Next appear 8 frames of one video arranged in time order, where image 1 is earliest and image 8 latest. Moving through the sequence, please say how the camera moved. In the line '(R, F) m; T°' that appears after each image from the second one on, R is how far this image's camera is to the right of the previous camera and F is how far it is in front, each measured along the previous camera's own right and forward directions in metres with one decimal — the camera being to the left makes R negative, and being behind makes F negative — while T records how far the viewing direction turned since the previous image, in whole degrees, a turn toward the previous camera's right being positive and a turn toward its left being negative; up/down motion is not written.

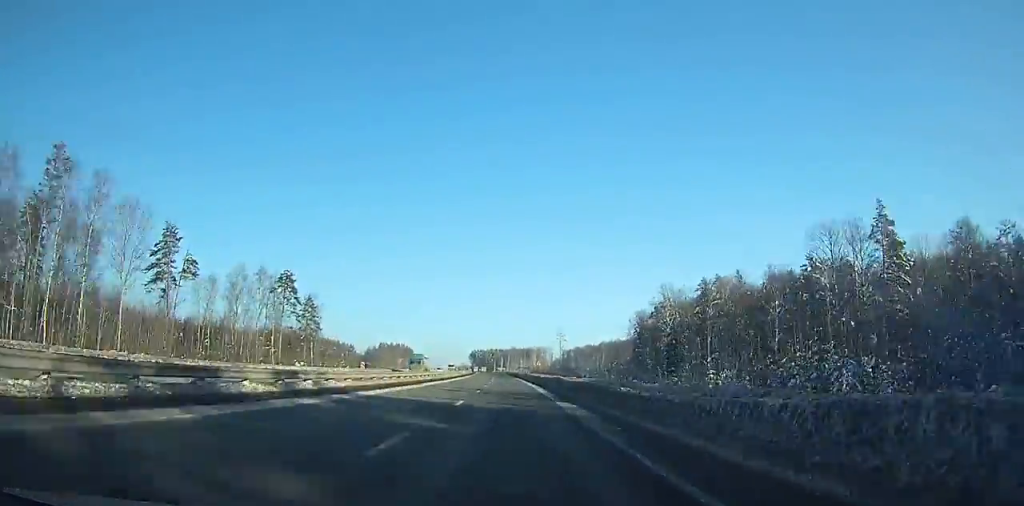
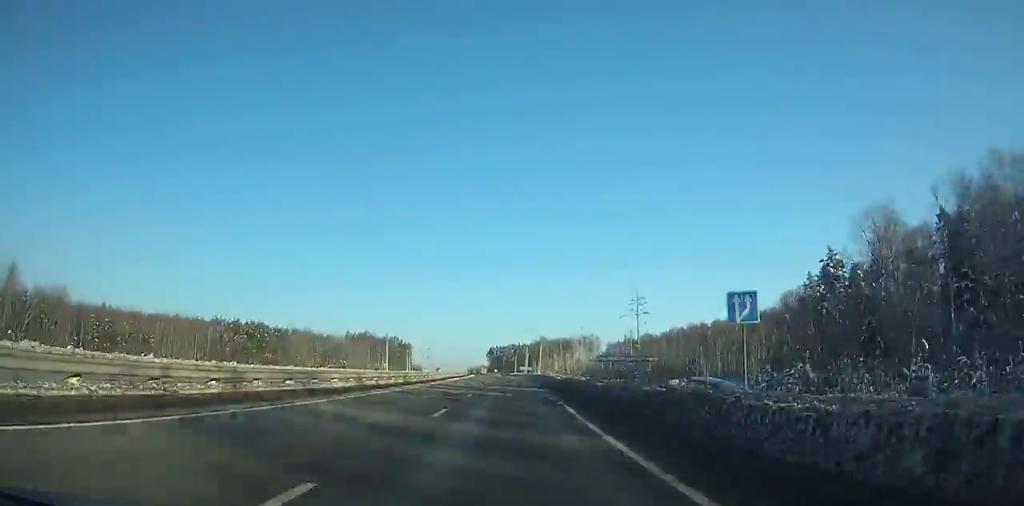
(-3.0, +142.9) m; -2°
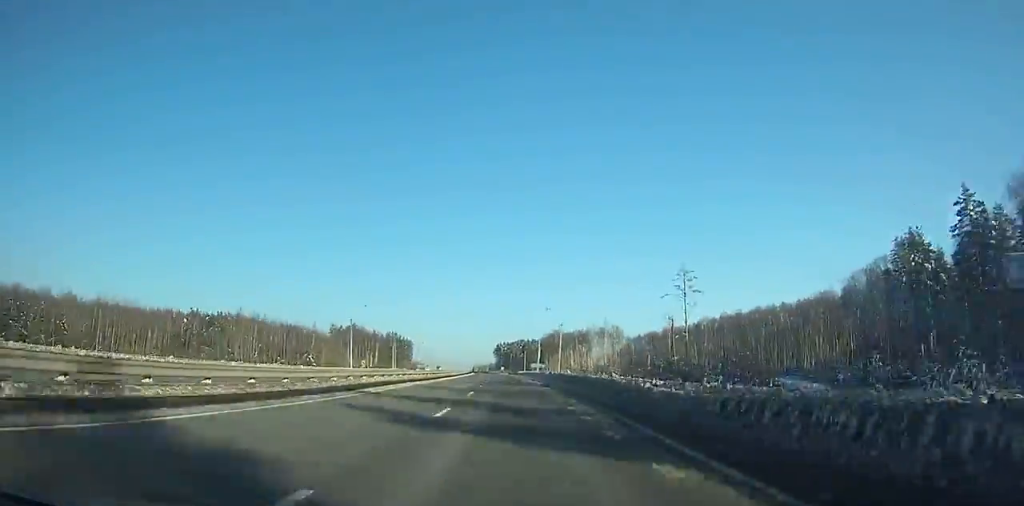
(-0.1, +41.0) m; 0°
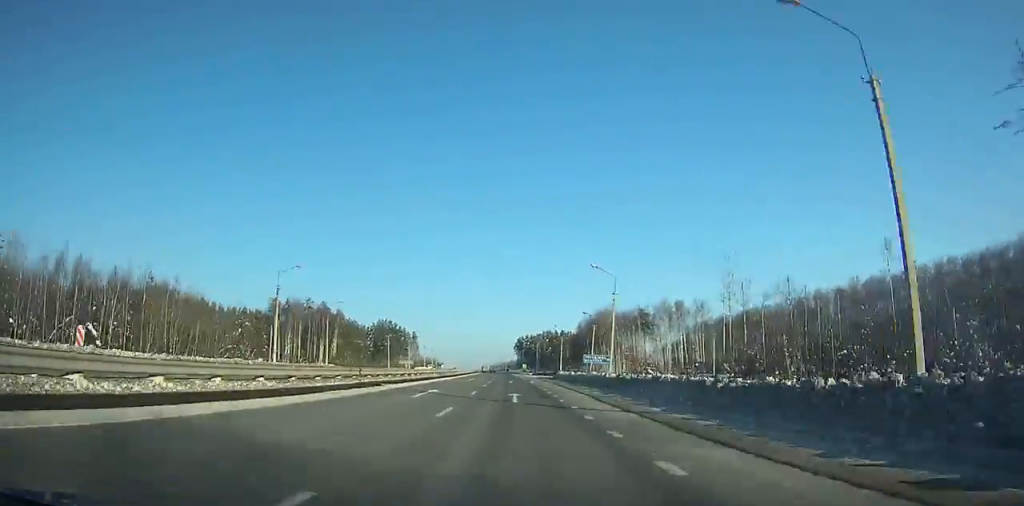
(-0.8, +97.0) m; -1°
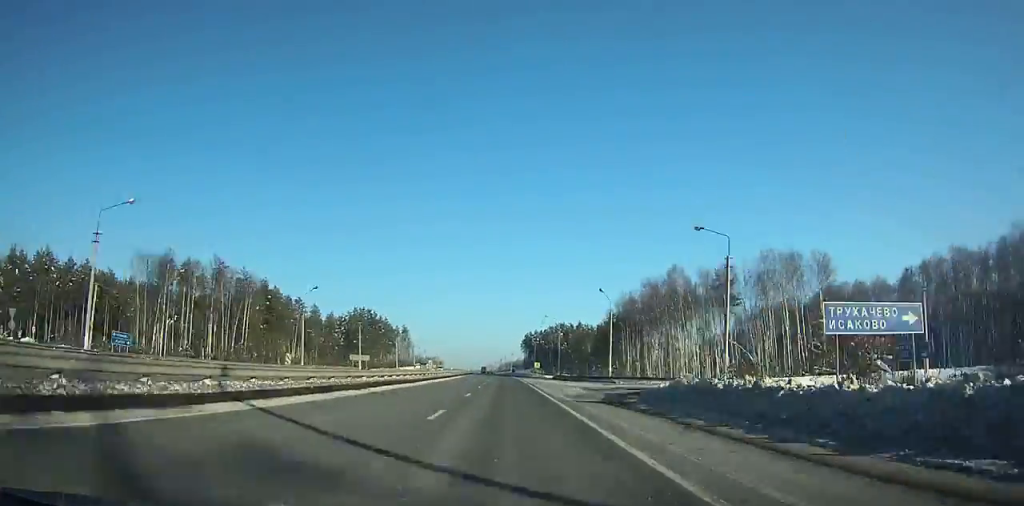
(+1.3, +70.1) m; -3°
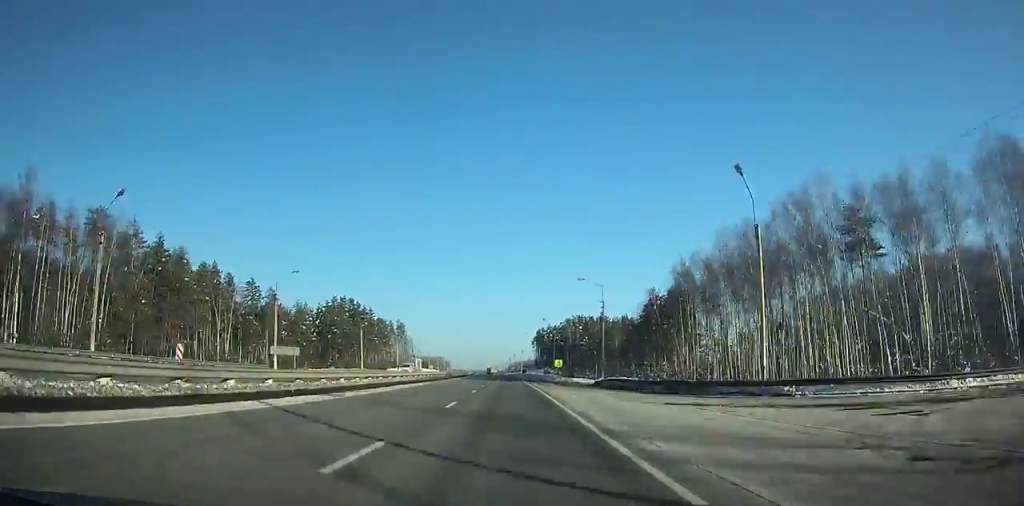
(-3.0, +45.4) m; -2°
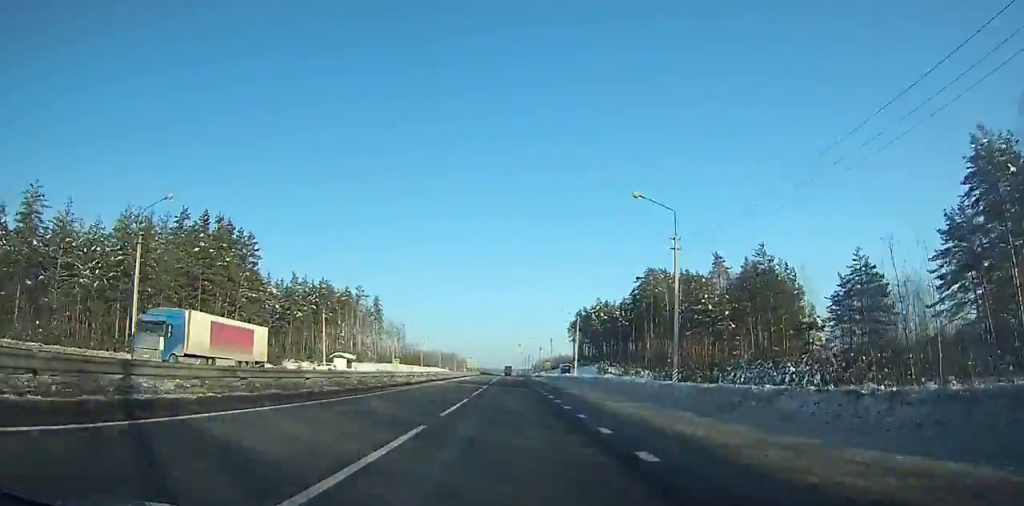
(-2.7, +111.0) m; -2°
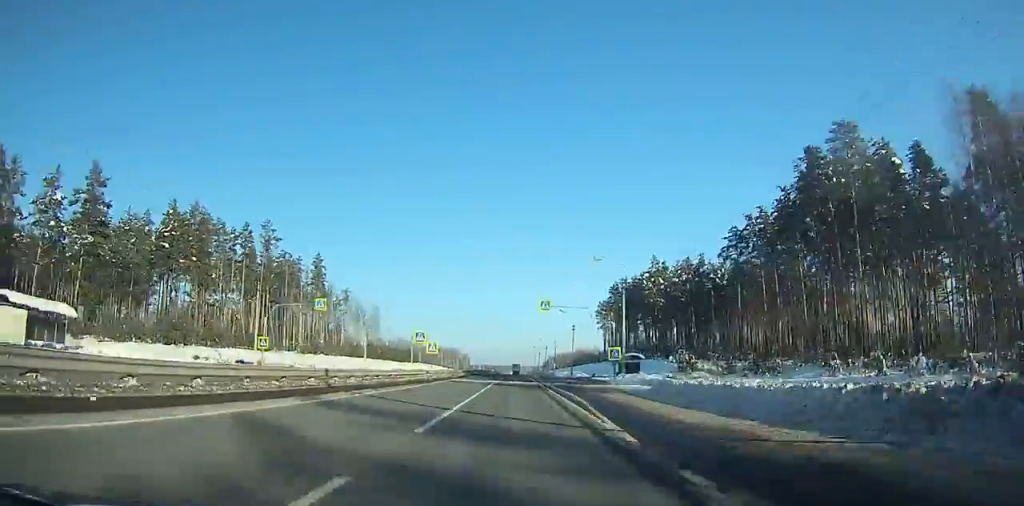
(-1.0, +70.4) m; -2°
